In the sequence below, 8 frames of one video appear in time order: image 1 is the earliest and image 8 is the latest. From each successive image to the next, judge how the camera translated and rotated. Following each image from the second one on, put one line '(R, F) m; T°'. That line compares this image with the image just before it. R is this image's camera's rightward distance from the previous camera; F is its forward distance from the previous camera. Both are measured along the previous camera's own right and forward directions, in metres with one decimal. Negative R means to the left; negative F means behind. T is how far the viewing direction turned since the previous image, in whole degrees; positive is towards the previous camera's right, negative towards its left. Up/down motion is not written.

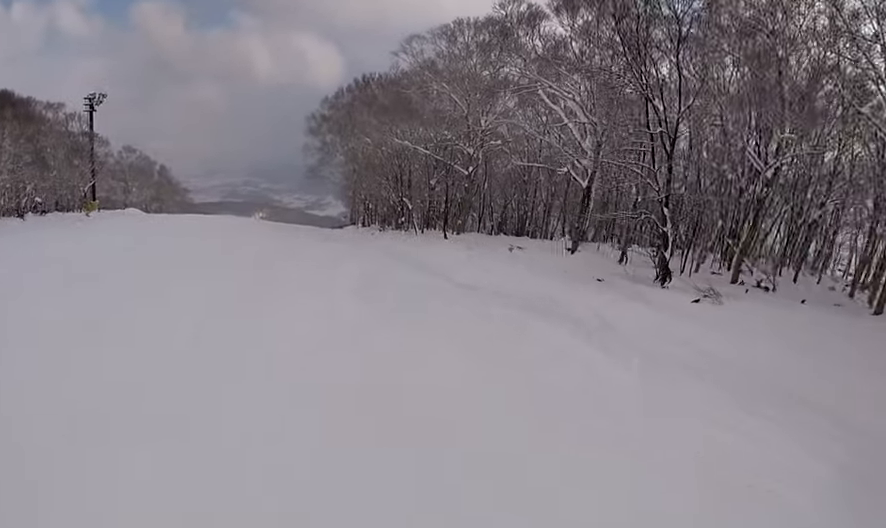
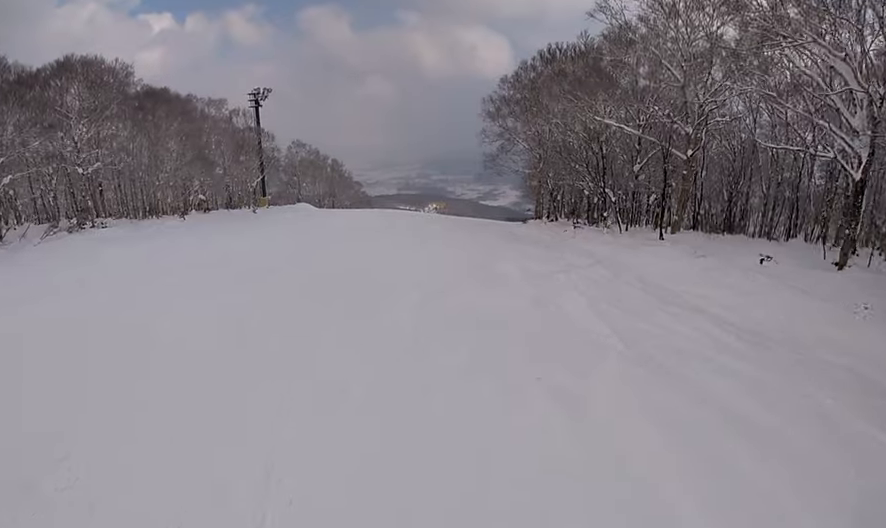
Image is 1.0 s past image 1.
(-1.7, +5.9) m; -17°
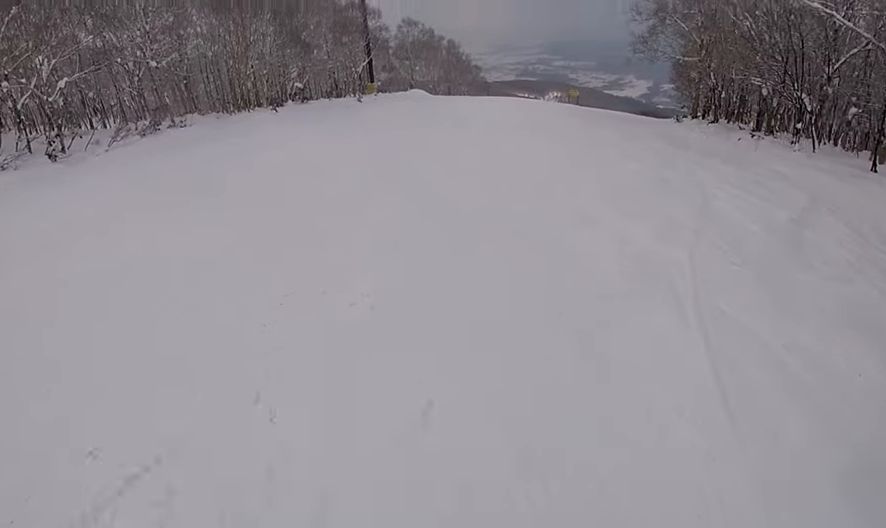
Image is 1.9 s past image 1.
(-0.1, +5.7) m; -10°
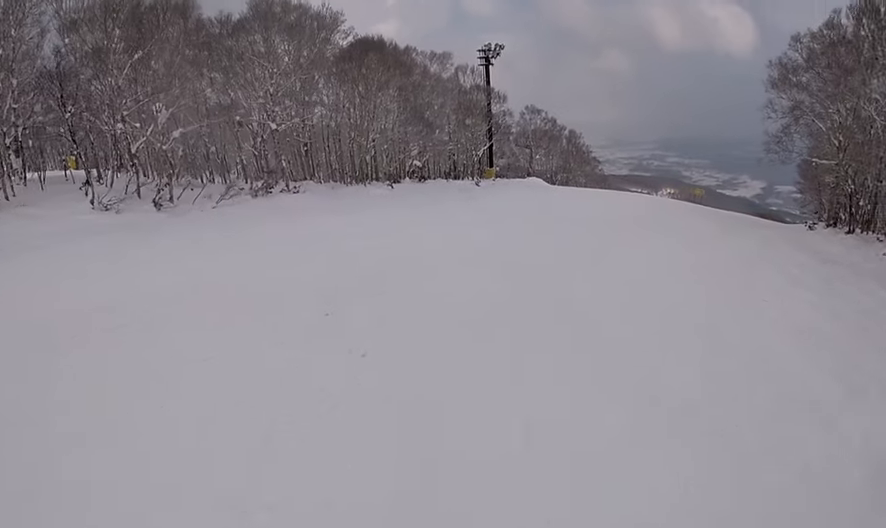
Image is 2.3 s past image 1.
(+0.2, +2.8) m; -3°
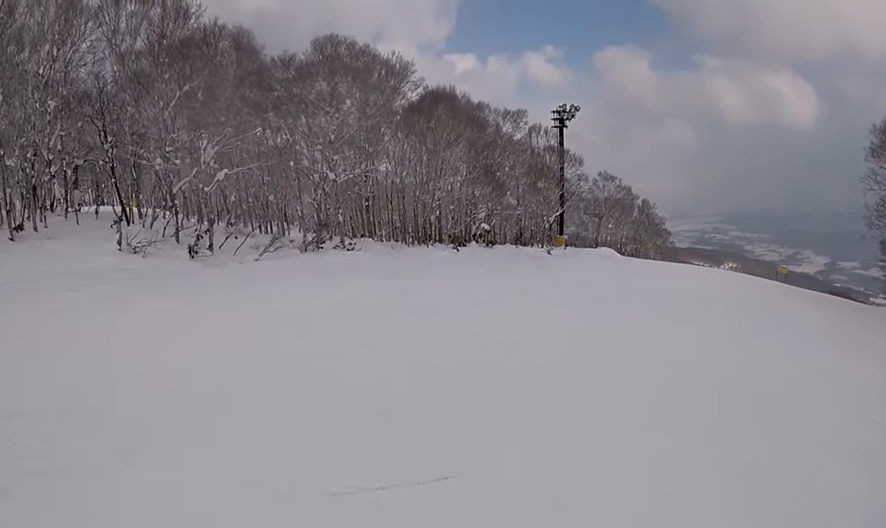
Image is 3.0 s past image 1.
(-1.1, +4.2) m; +2°
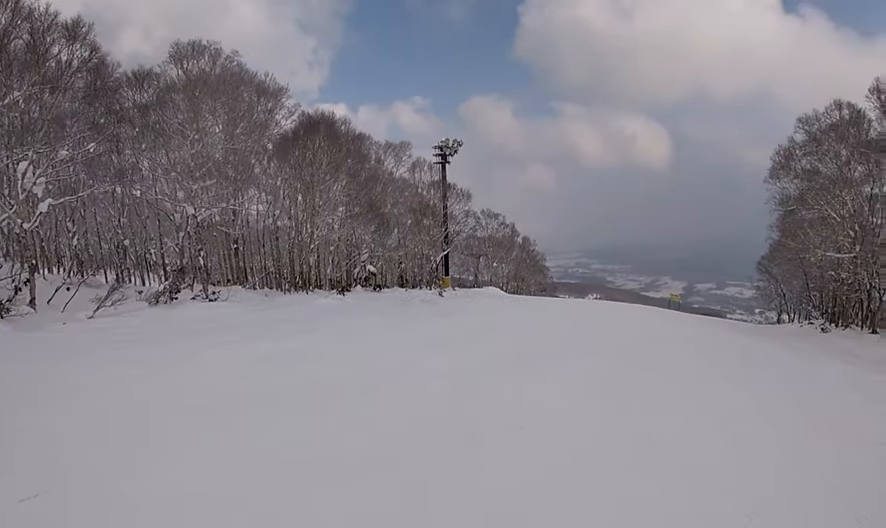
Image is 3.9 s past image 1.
(+0.9, +4.3) m; +20°
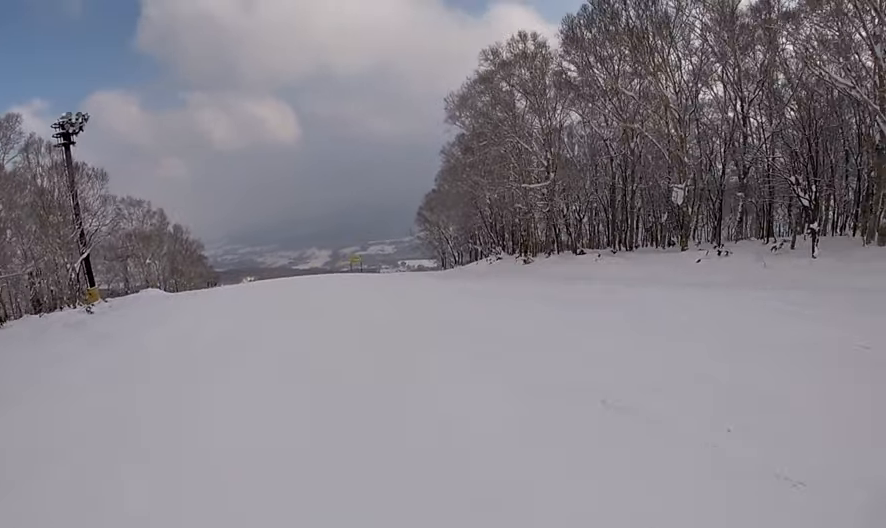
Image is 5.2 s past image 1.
(+1.7, +6.5) m; +31°
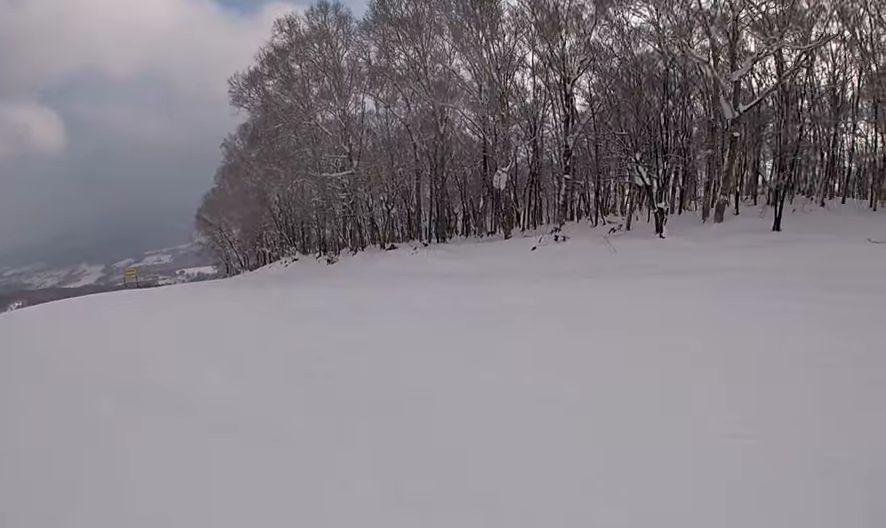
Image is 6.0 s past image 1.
(+1.1, +4.6) m; +1°
